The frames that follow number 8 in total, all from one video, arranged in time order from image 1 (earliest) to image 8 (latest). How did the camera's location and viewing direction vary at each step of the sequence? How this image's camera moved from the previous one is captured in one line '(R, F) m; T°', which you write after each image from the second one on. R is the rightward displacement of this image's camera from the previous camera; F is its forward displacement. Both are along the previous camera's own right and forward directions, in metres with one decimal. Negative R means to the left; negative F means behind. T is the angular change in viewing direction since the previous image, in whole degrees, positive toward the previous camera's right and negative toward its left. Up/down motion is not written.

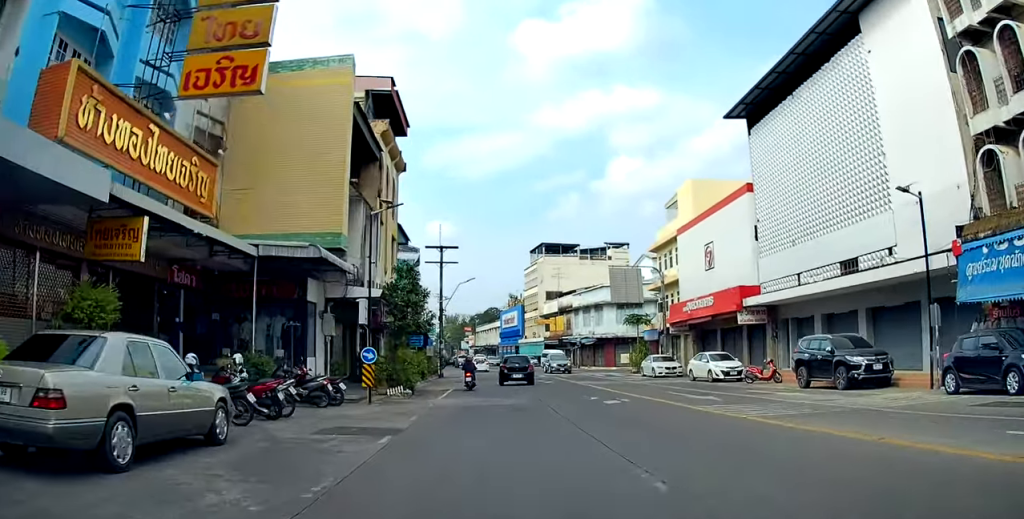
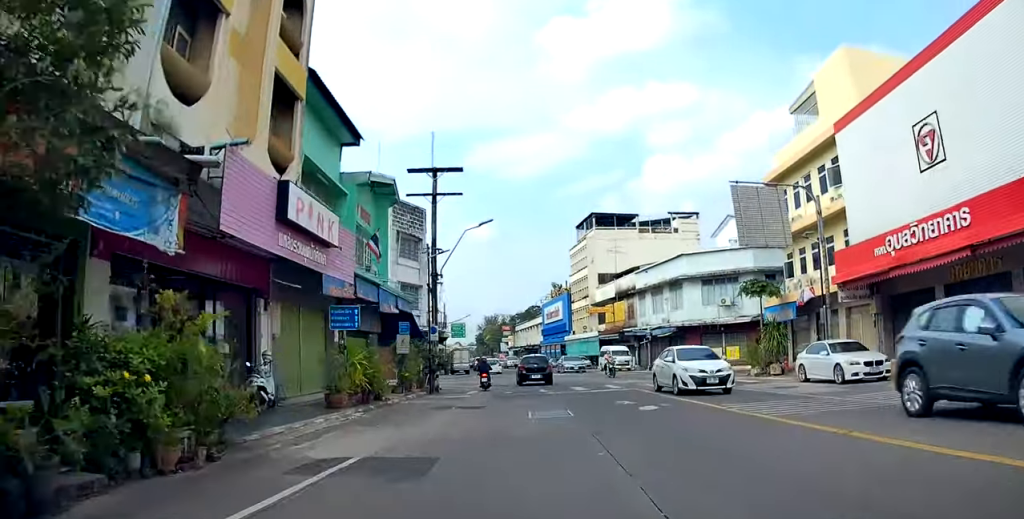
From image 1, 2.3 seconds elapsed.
(+1.2, +20.1) m; 0°
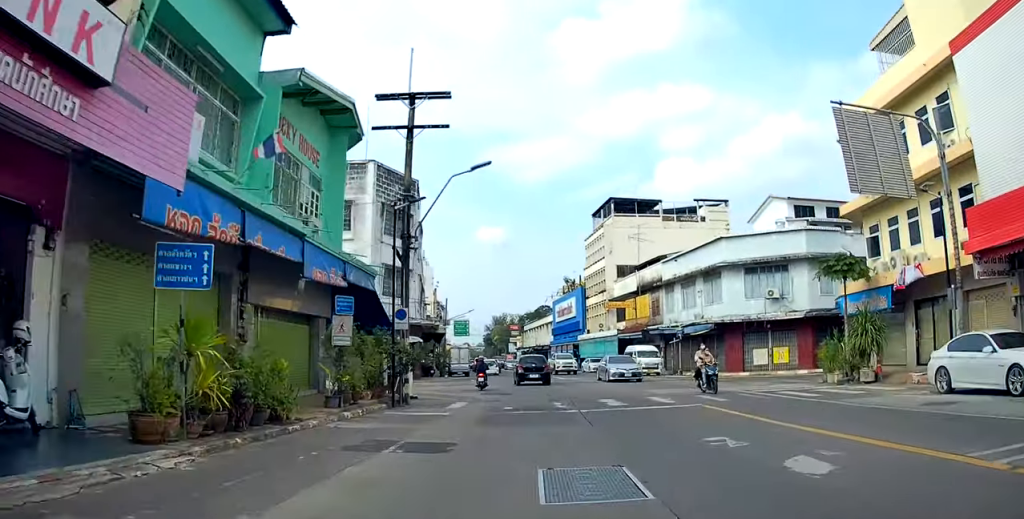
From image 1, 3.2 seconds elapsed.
(-0.7, +8.3) m; -5°
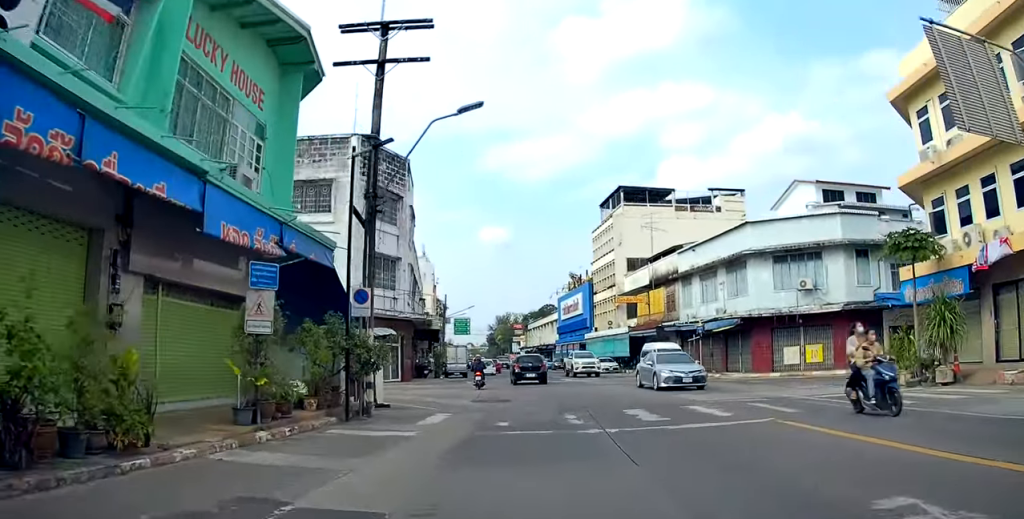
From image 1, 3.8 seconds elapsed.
(-0.1, +4.8) m; -1°
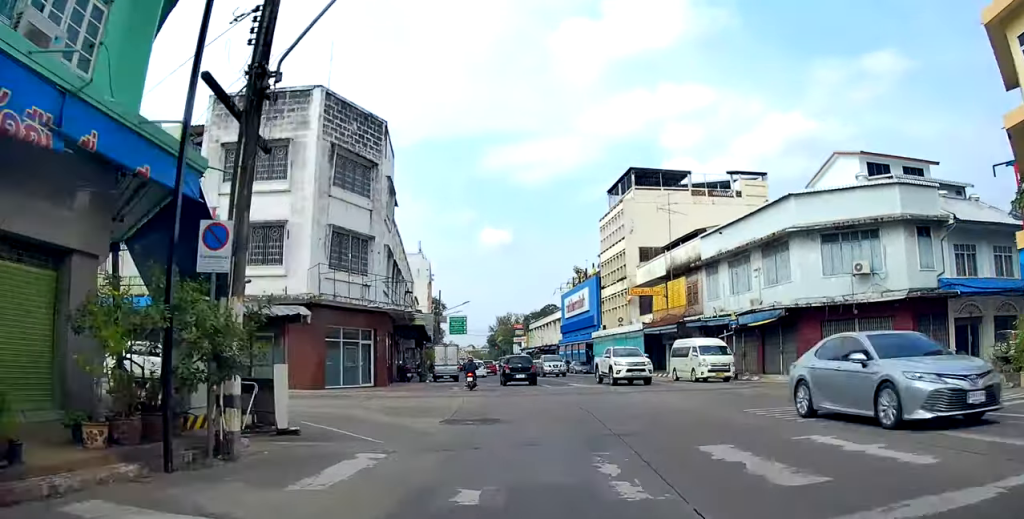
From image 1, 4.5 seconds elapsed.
(0.0, +7.0) m; 0°
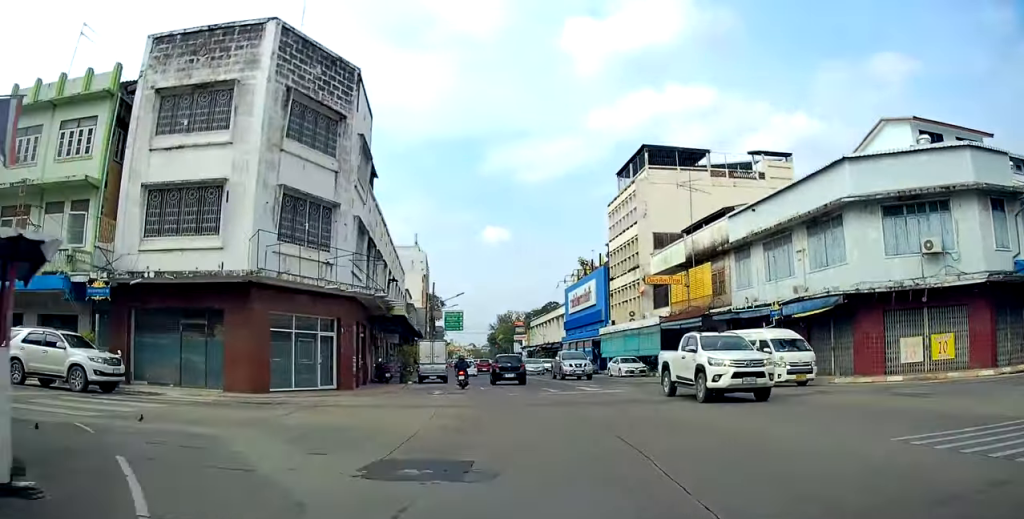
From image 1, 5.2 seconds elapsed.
(0.0, +6.0) m; 0°
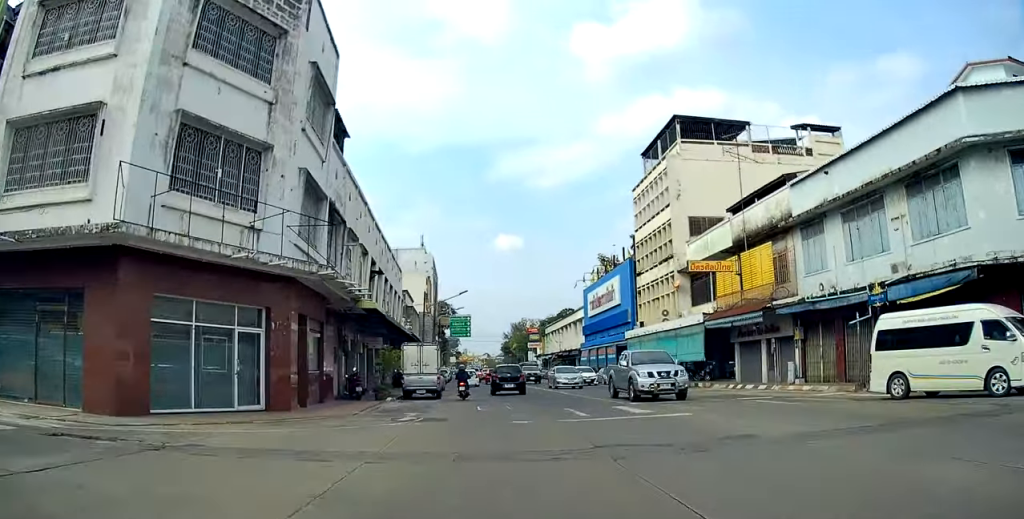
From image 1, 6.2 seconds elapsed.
(0.0, +8.3) m; 0°
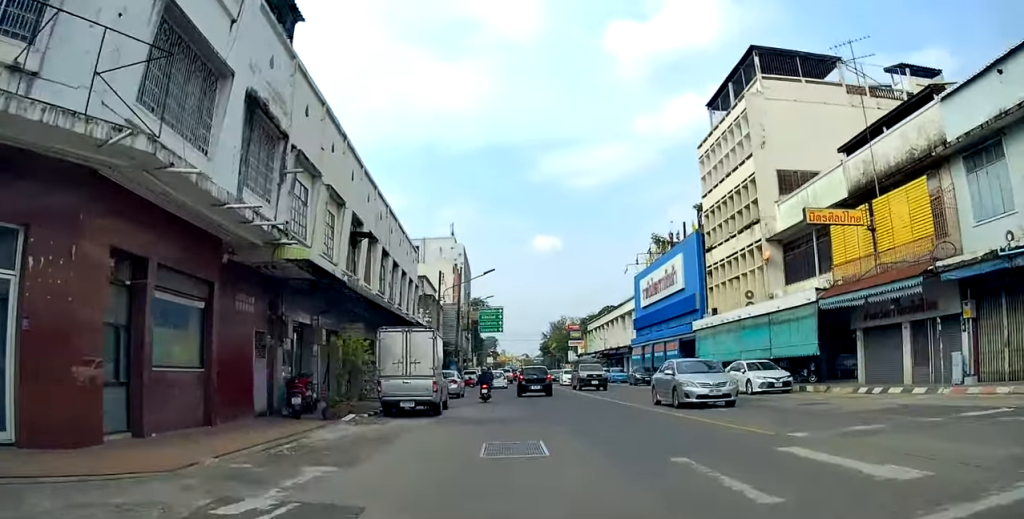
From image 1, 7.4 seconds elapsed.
(-0.1, +11.2) m; 0°
